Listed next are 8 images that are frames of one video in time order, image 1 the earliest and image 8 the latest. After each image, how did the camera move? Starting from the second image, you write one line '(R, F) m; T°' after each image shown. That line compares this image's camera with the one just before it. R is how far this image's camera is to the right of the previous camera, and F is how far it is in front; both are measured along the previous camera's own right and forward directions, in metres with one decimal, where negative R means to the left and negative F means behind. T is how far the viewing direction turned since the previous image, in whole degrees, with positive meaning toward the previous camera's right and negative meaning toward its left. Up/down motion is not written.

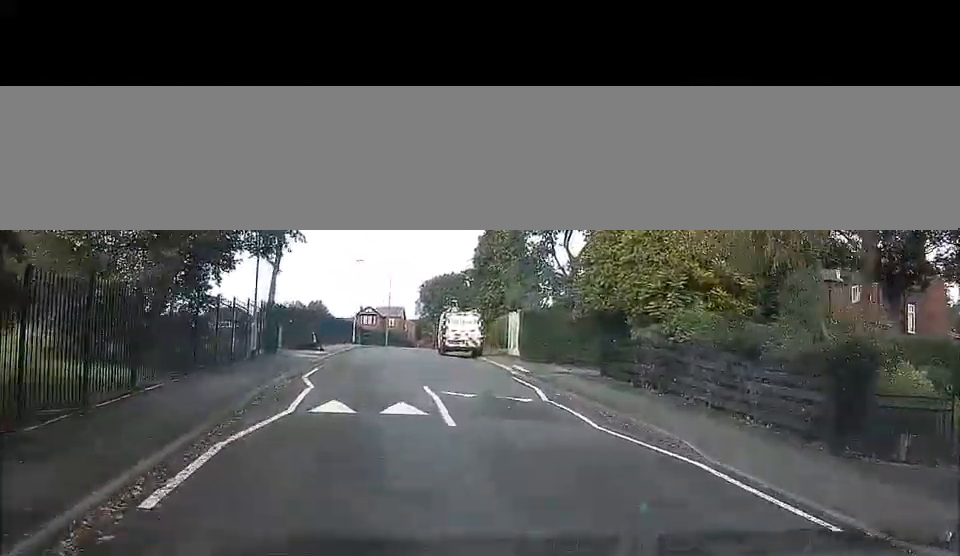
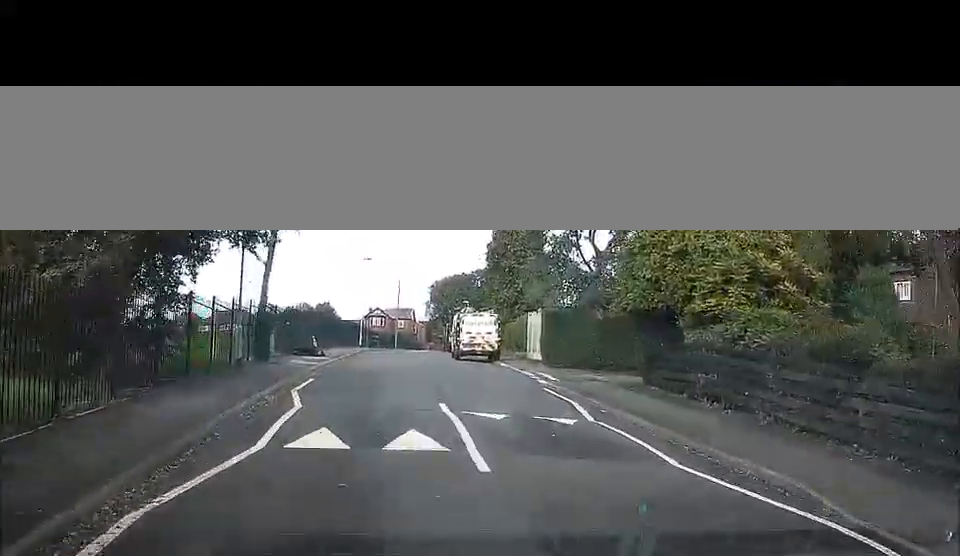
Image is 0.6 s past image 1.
(0.0, +2.5) m; -5°
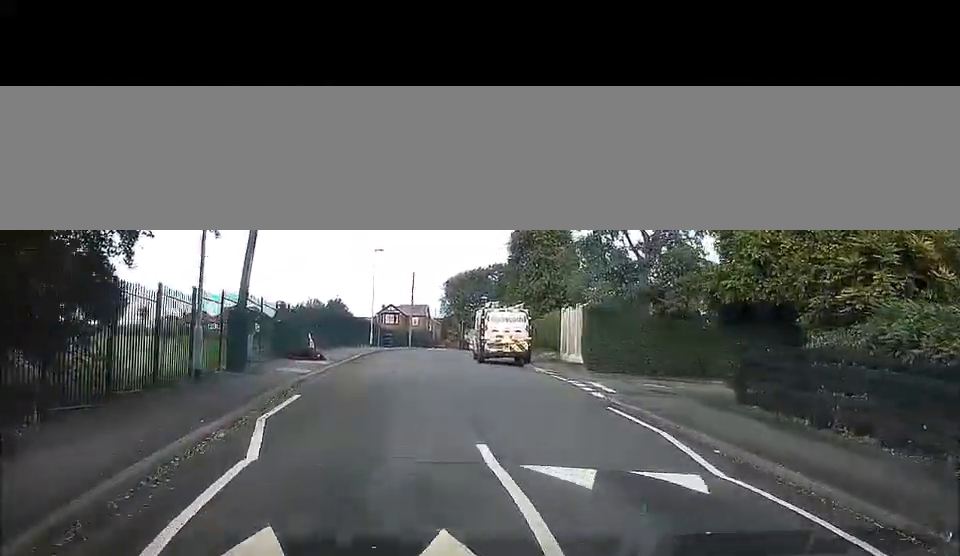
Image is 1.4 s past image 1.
(-0.3, +2.8) m; -7°
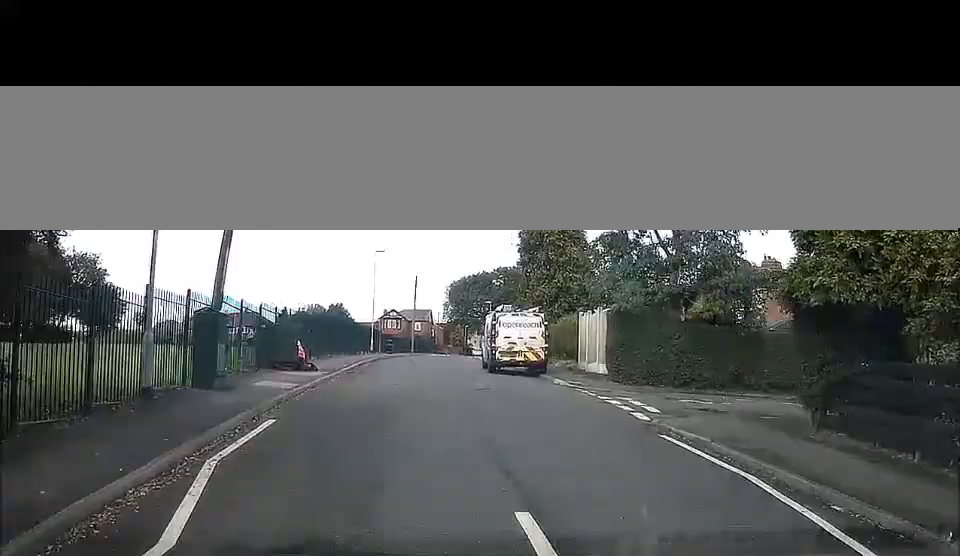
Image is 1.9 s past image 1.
(-0.1, +2.1) m; 0°
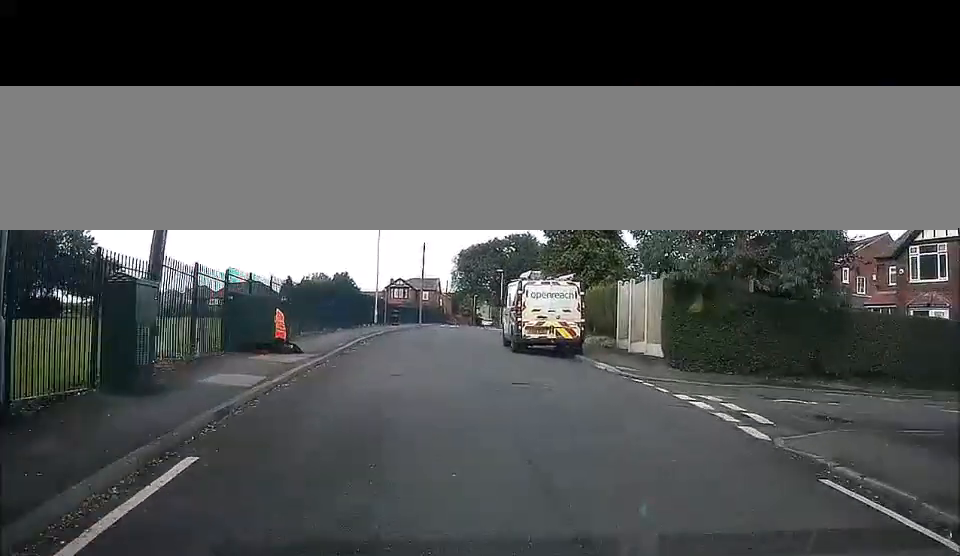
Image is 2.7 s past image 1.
(-0.1, +3.9) m; +3°
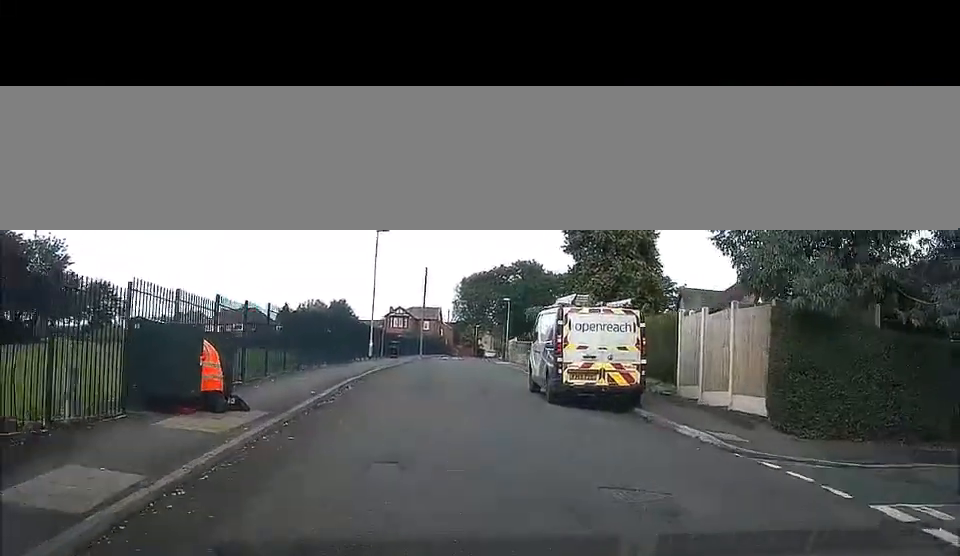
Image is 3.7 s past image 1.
(+0.4, +5.8) m; +7°
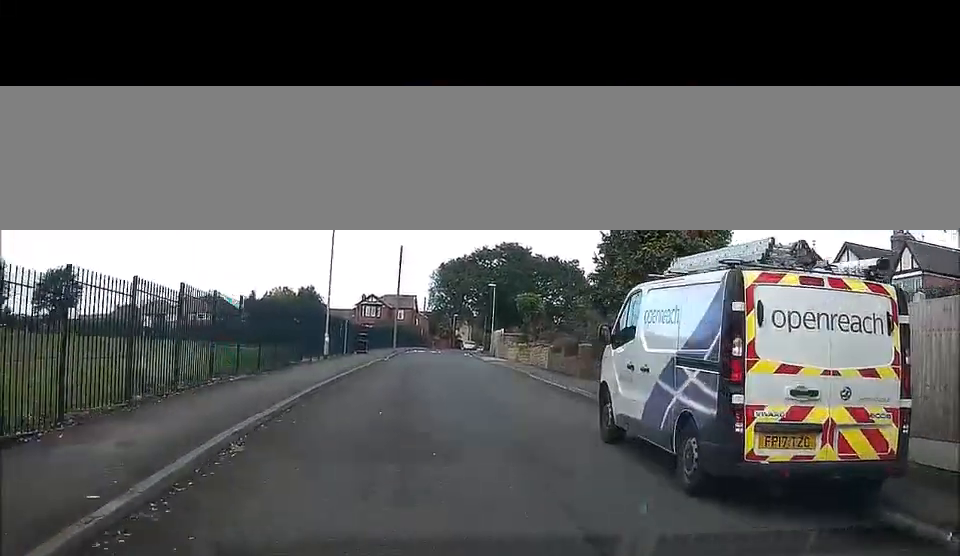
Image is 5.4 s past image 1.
(+0.3, +10.9) m; +1°
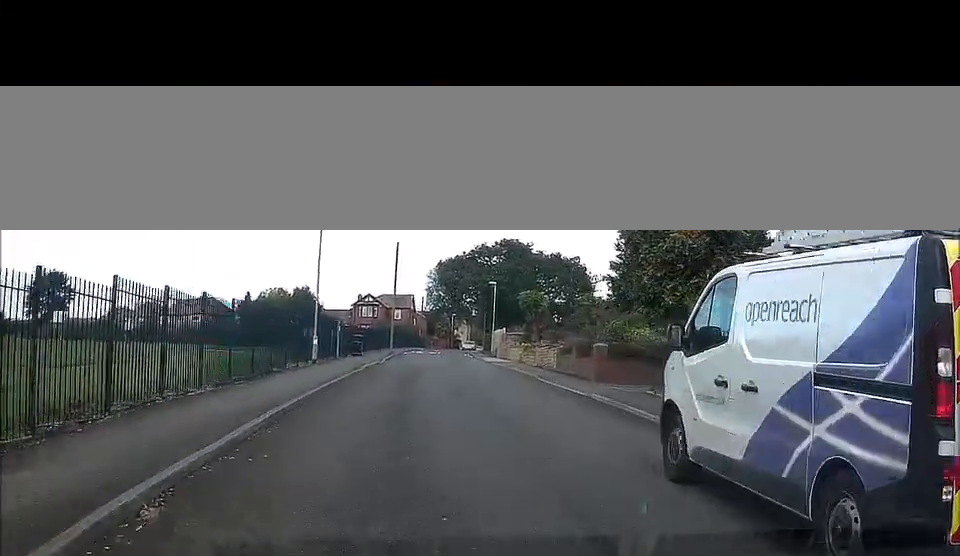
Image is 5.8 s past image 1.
(0.0, +2.7) m; 0°
